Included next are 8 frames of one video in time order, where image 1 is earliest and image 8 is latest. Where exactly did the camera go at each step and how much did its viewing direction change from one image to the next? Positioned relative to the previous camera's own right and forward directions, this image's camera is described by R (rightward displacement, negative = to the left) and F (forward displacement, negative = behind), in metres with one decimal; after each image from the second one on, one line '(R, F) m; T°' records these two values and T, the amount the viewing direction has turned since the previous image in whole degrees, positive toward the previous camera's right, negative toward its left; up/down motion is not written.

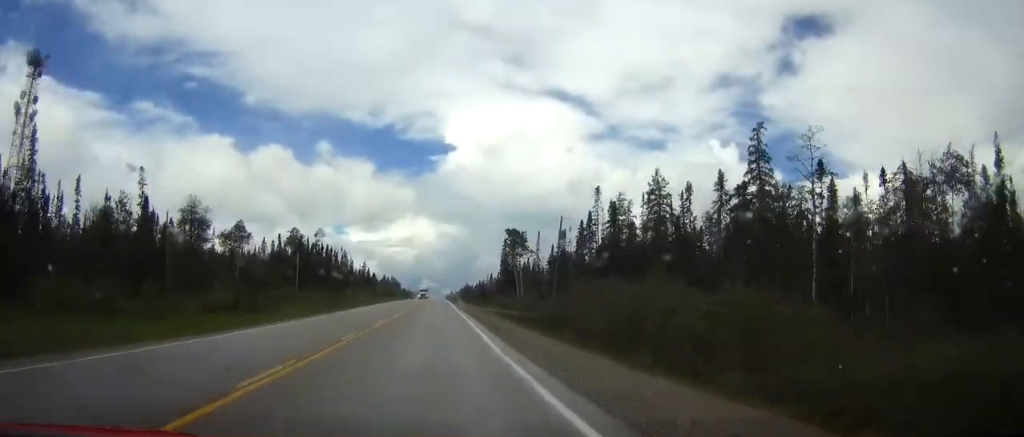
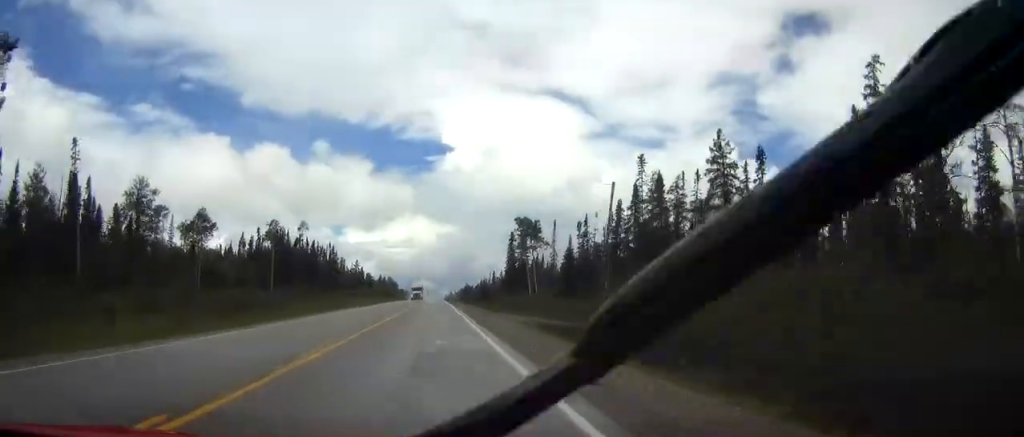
(-0.1, +23.3) m; 0°
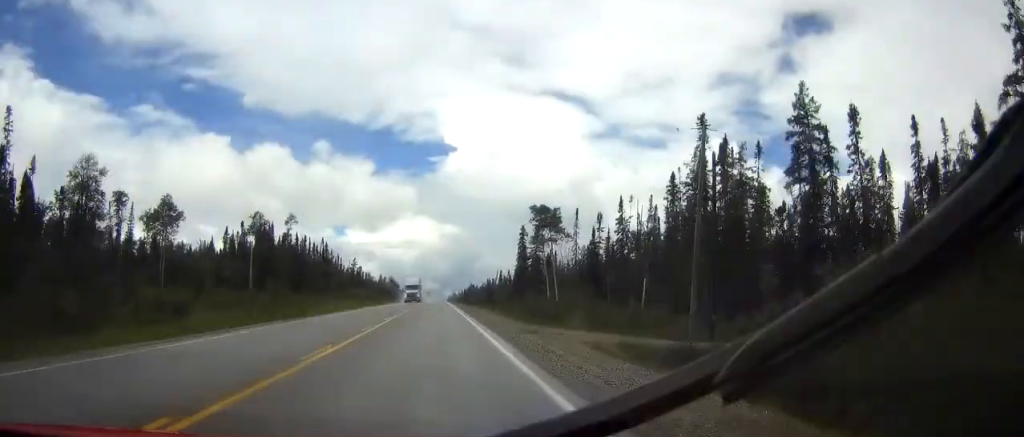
(0.0, +18.5) m; 0°
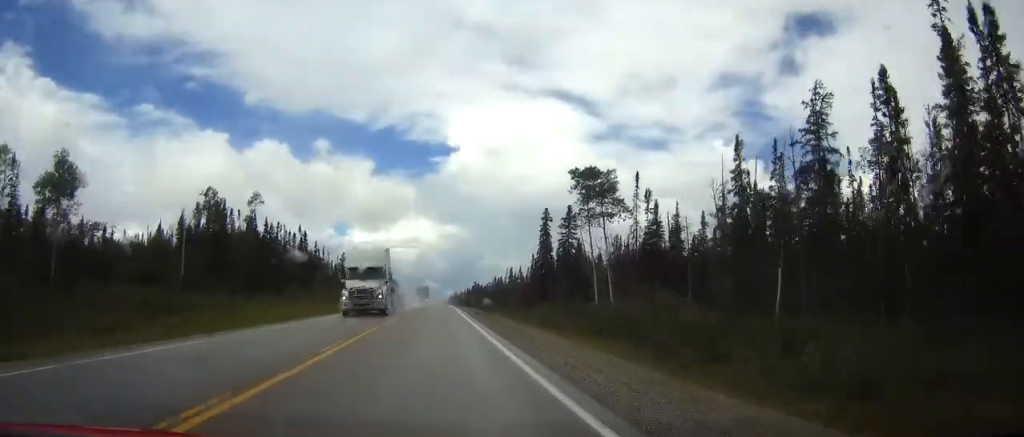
(0.0, +34.1) m; 0°
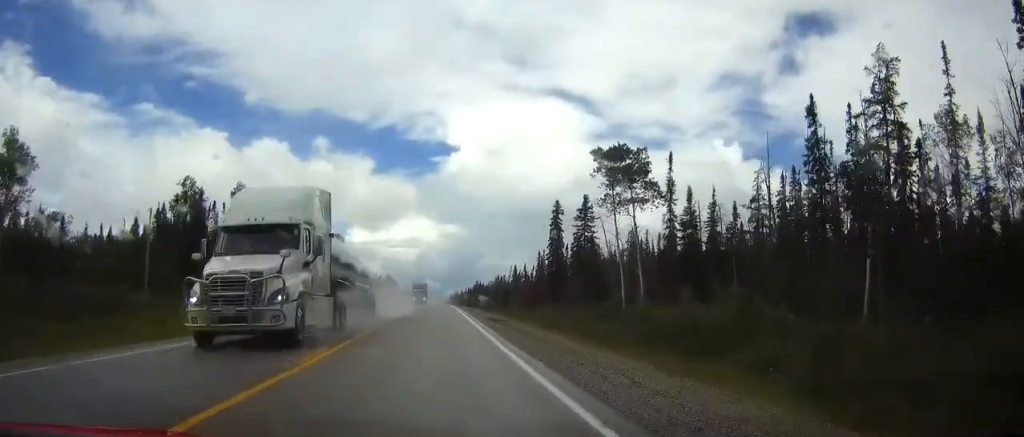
(0.0, +11.7) m; 0°
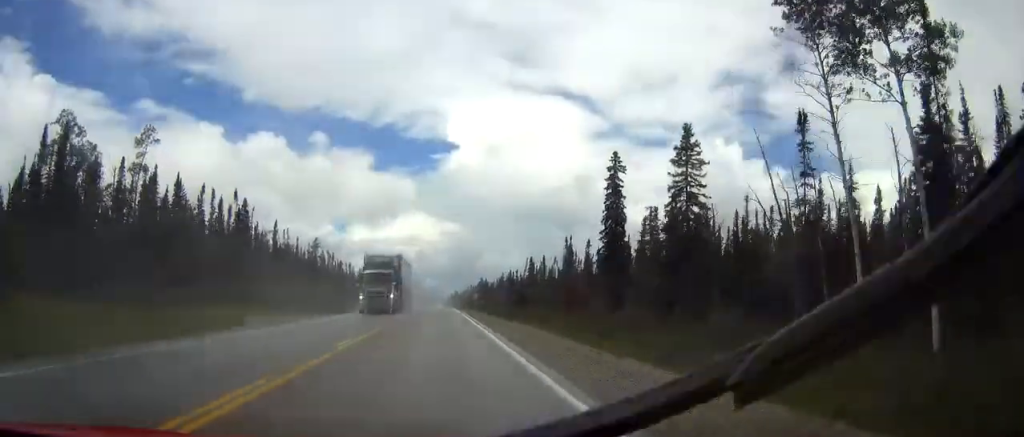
(+0.1, +41.1) m; 0°
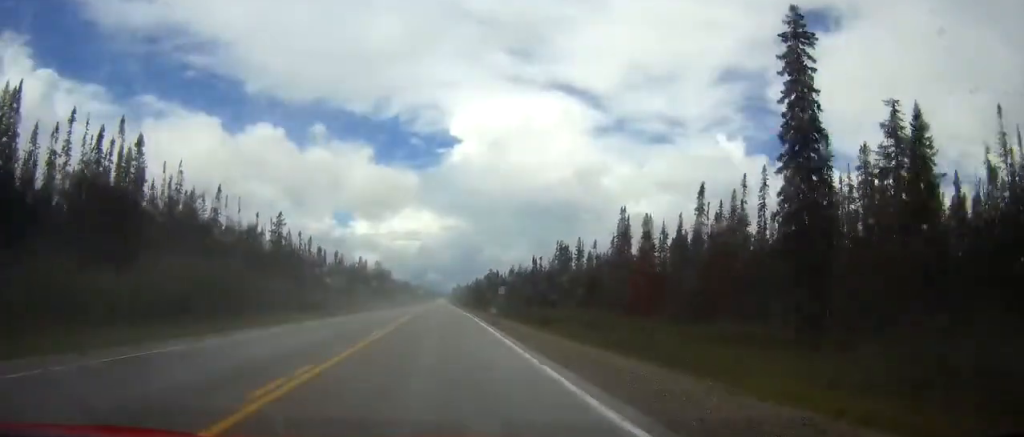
(-0.2, +44.3) m; 0°
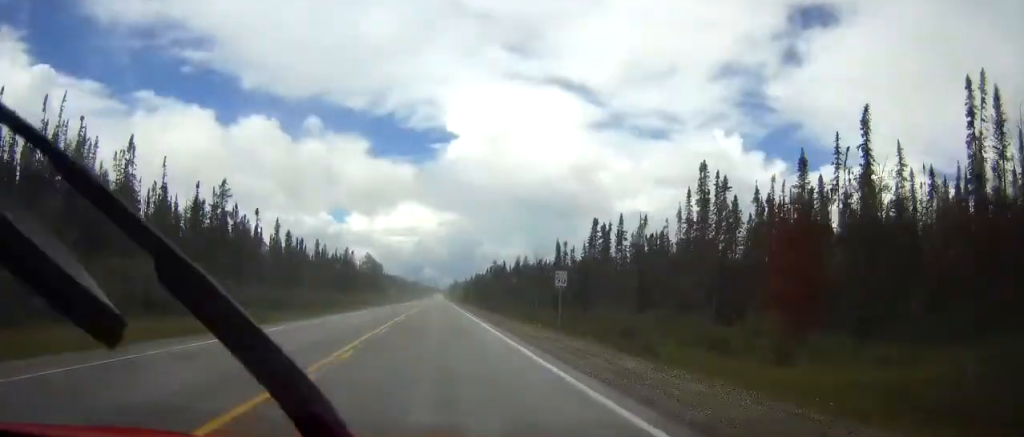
(-0.1, +35.6) m; 0°
